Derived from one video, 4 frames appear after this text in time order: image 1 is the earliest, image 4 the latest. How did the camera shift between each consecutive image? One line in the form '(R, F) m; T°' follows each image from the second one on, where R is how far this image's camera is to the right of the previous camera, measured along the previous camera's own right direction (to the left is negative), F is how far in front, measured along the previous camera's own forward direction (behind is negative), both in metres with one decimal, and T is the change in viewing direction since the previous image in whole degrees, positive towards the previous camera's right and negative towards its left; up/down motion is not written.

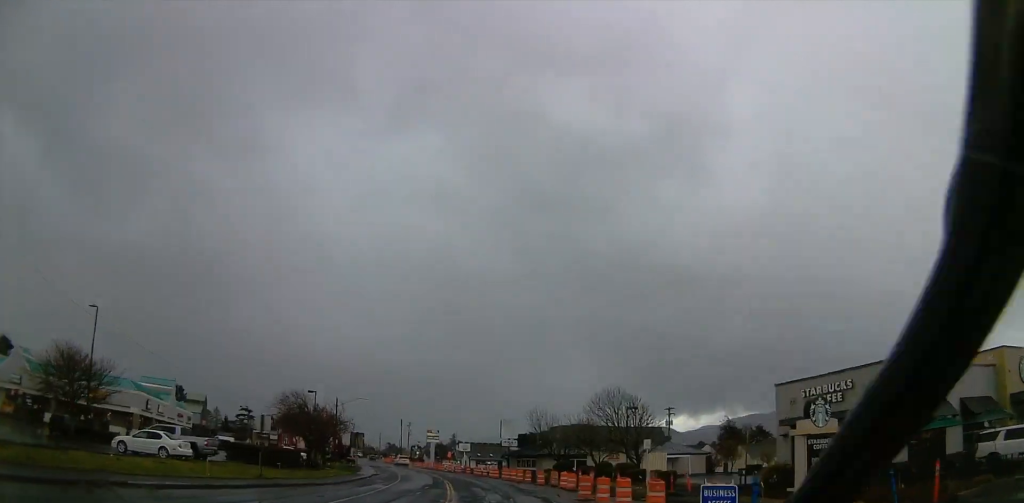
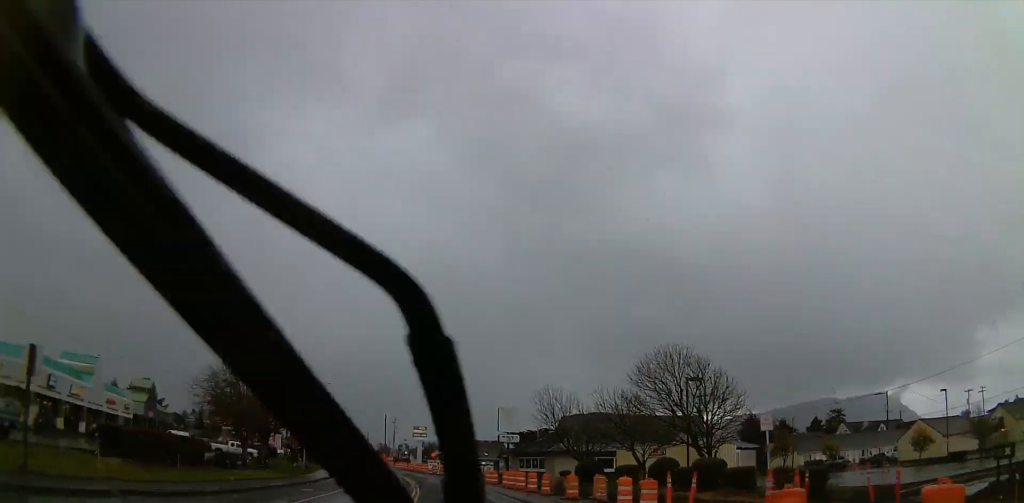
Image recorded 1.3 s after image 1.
(+1.1, +18.2) m; +1°
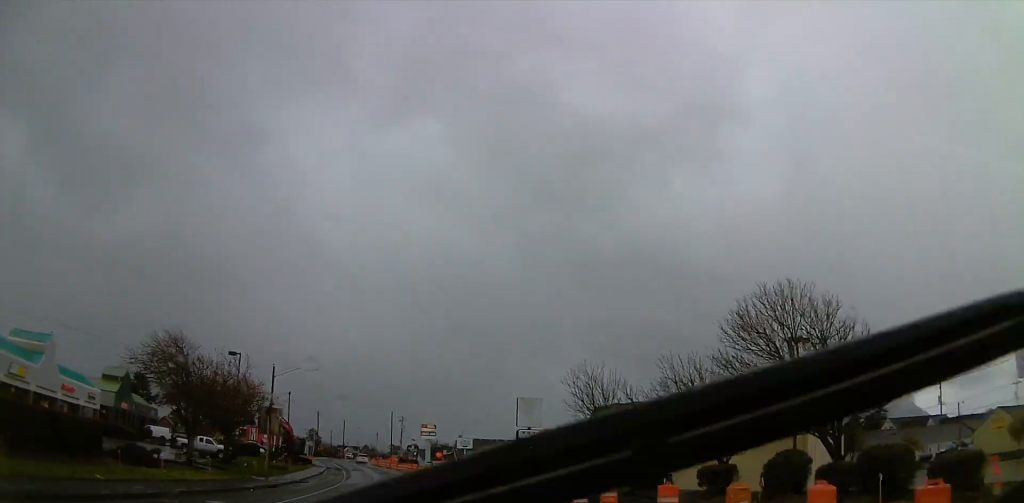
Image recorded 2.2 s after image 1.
(-0.4, +12.4) m; -2°
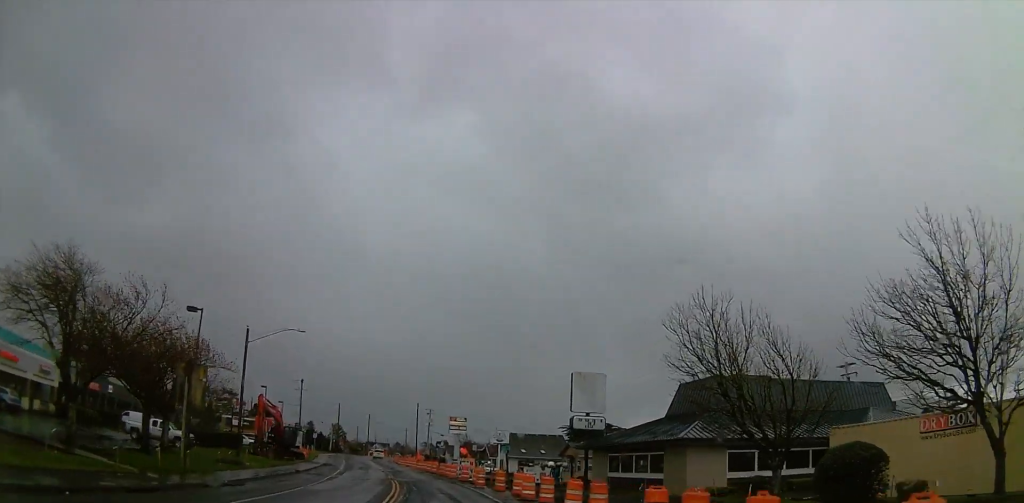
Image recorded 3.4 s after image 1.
(0.0, +16.0) m; +1°
